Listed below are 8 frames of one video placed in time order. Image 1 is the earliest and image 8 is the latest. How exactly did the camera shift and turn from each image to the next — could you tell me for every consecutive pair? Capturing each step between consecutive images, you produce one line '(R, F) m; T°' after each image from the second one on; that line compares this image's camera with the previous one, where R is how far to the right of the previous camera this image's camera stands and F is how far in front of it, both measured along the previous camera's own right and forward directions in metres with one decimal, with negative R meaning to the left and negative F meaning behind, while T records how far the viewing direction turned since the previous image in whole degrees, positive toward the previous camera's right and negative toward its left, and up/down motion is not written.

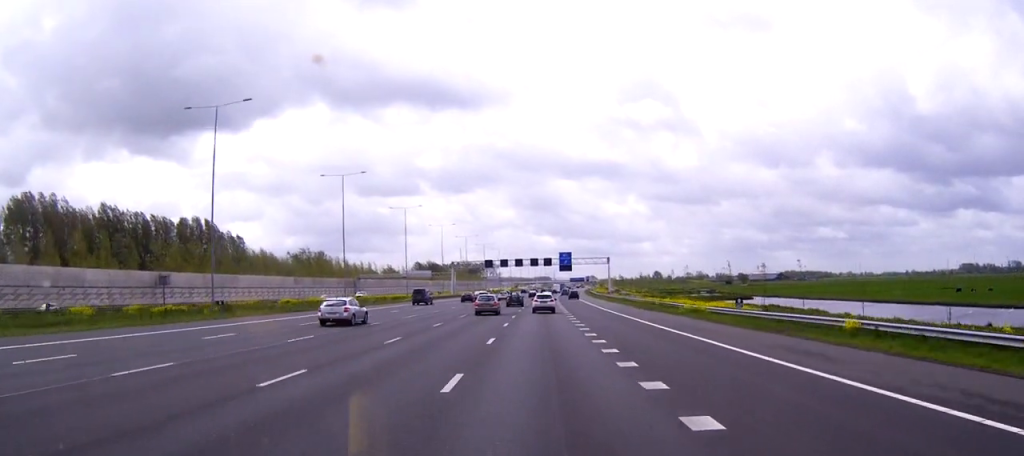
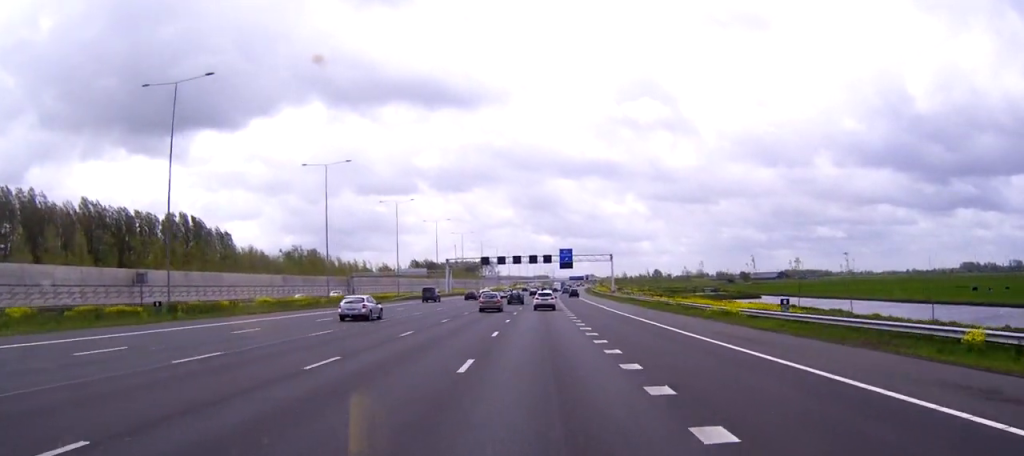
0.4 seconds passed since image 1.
(0.0, +9.5) m; 0°
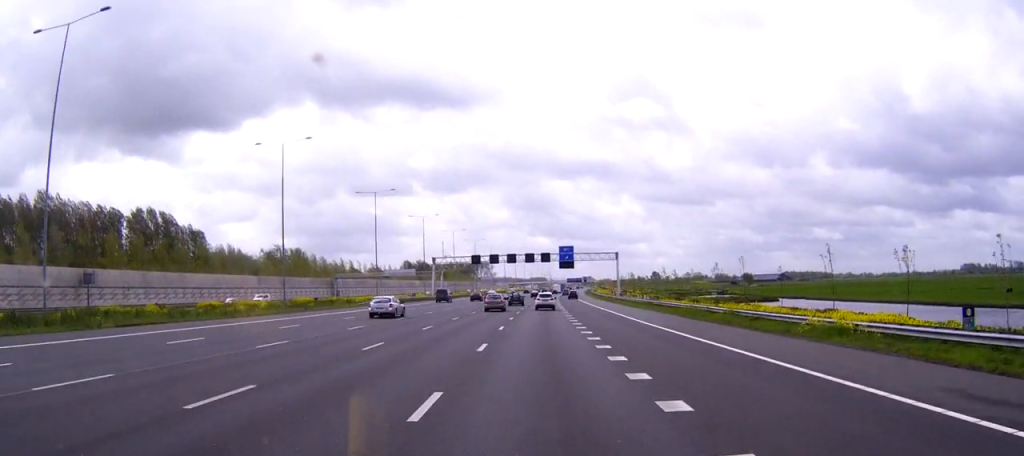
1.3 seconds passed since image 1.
(0.0, +18.9) m; 0°
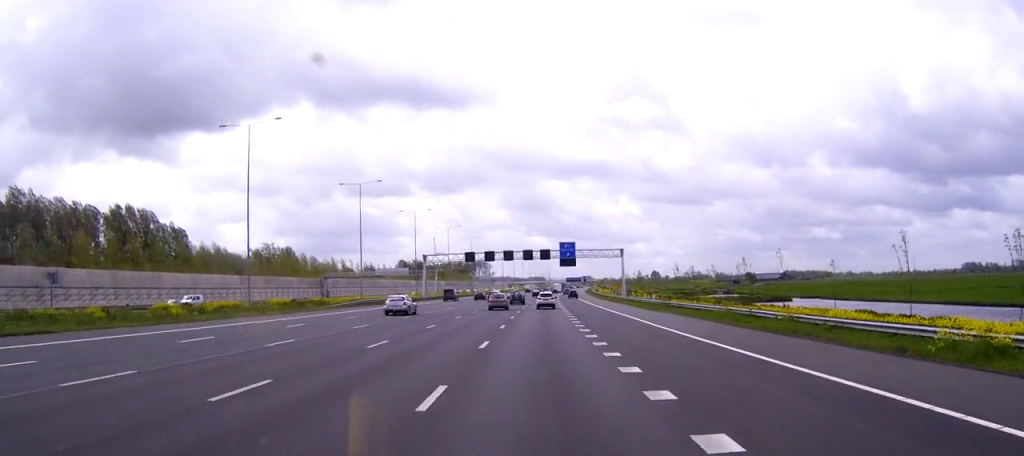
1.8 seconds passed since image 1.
(0.0, +11.6) m; 0°
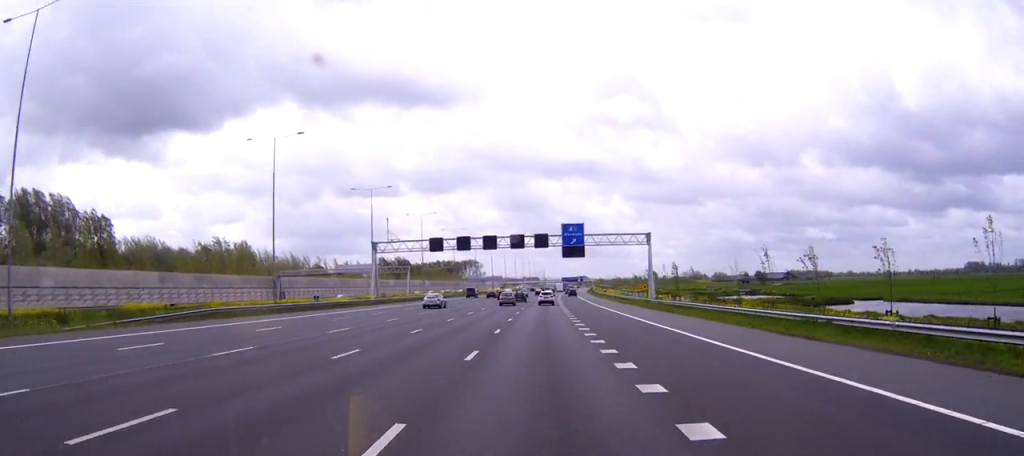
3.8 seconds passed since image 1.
(+0.3, +38.8) m; 0°
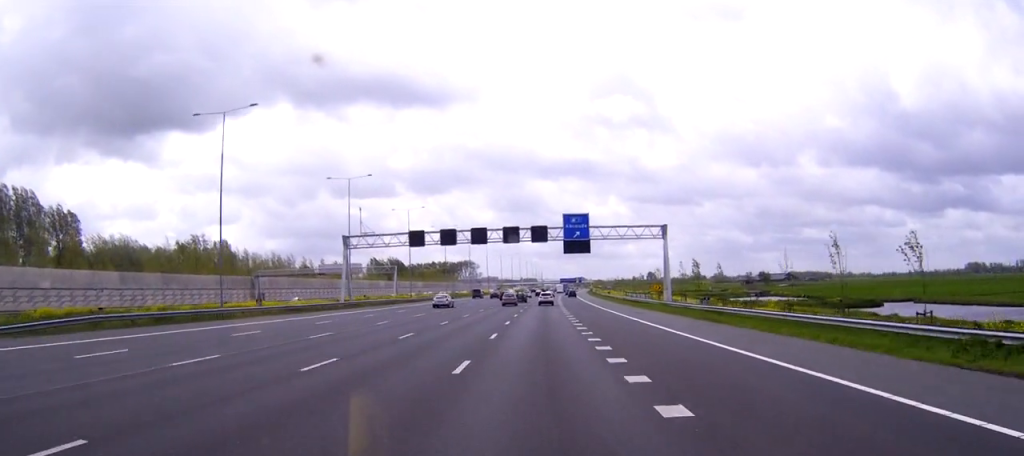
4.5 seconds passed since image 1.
(0.0, +12.9) m; 0°
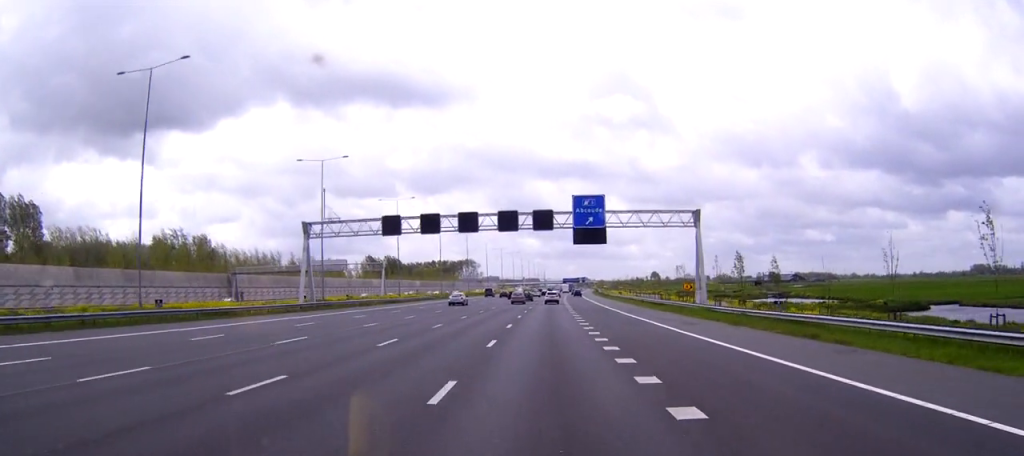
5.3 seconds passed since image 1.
(0.0, +13.9) m; 0°
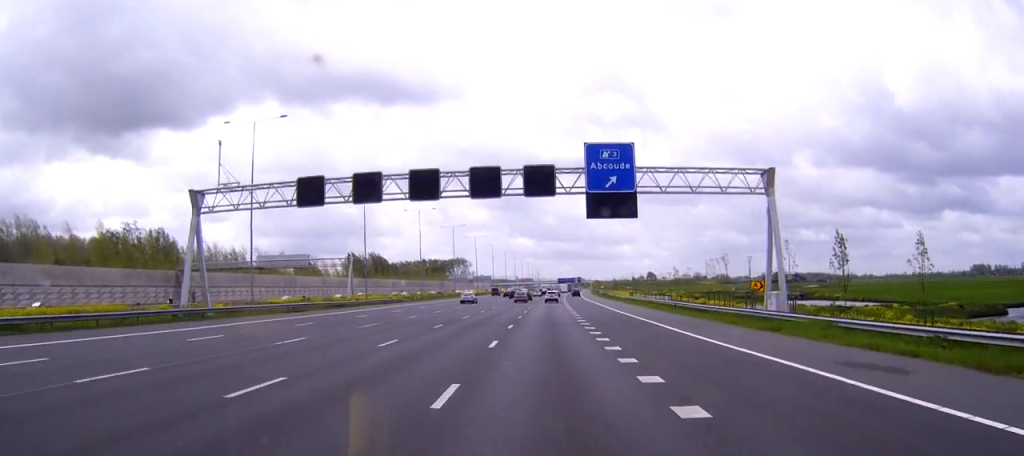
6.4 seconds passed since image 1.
(+0.1, +19.5) m; 0°
